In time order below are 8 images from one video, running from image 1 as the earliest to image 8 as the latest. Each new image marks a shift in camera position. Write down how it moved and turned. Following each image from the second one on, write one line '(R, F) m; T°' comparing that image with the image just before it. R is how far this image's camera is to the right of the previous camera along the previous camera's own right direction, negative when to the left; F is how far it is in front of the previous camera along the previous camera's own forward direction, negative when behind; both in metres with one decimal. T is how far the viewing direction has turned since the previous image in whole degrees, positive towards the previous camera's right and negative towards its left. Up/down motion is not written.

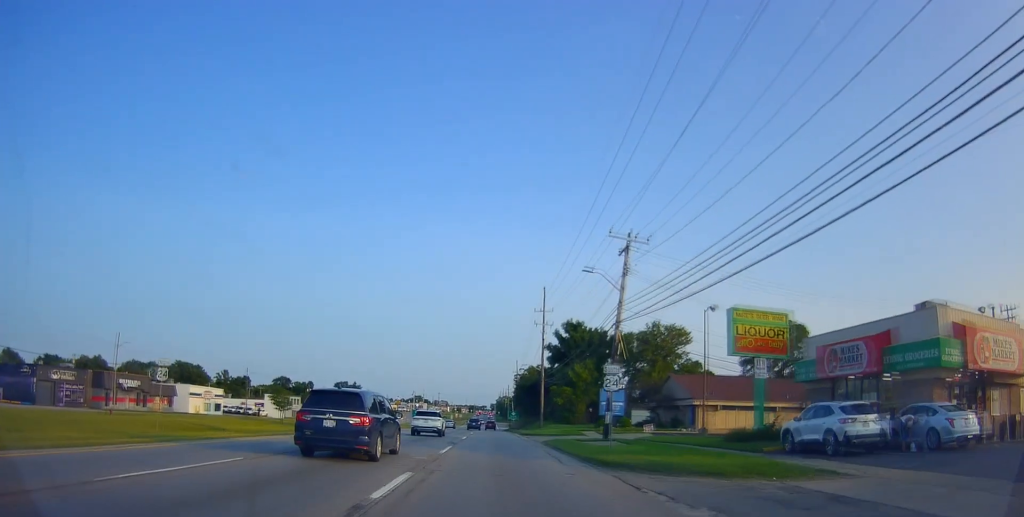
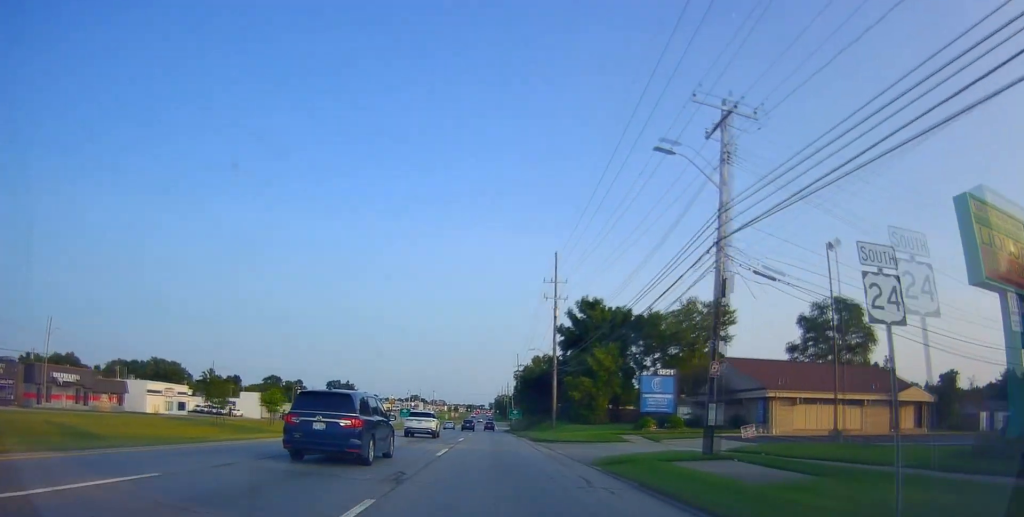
(+0.5, +16.0) m; +1°
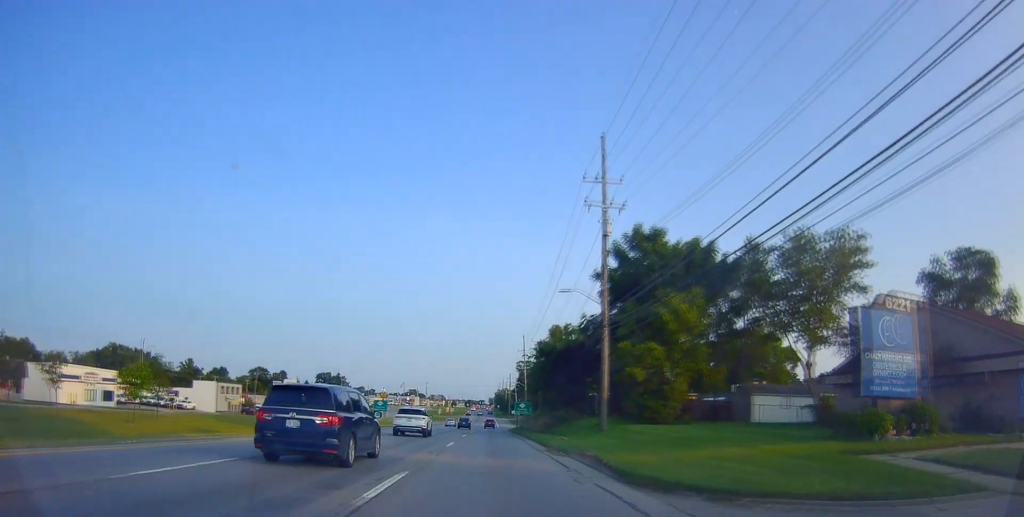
(-0.7, +25.4) m; -2°
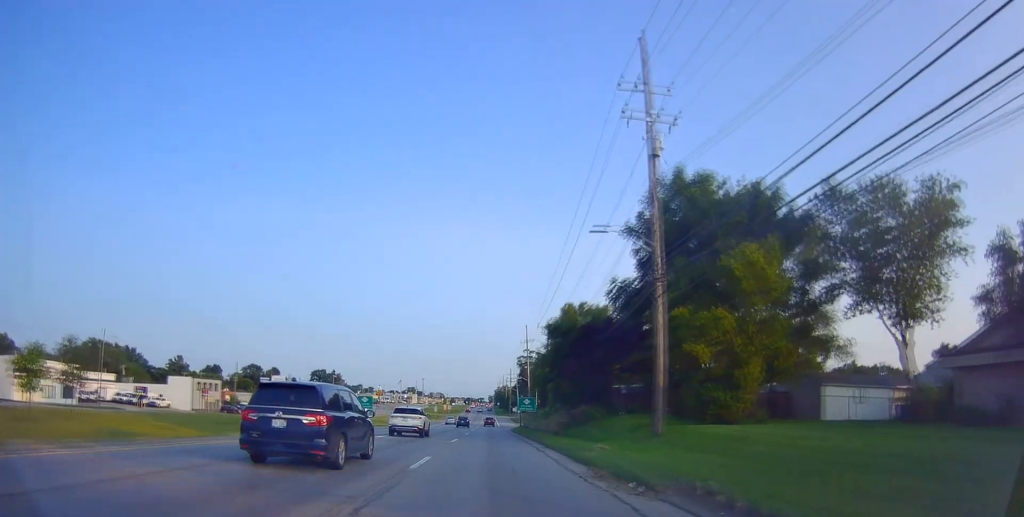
(-0.3, +10.8) m; +1°
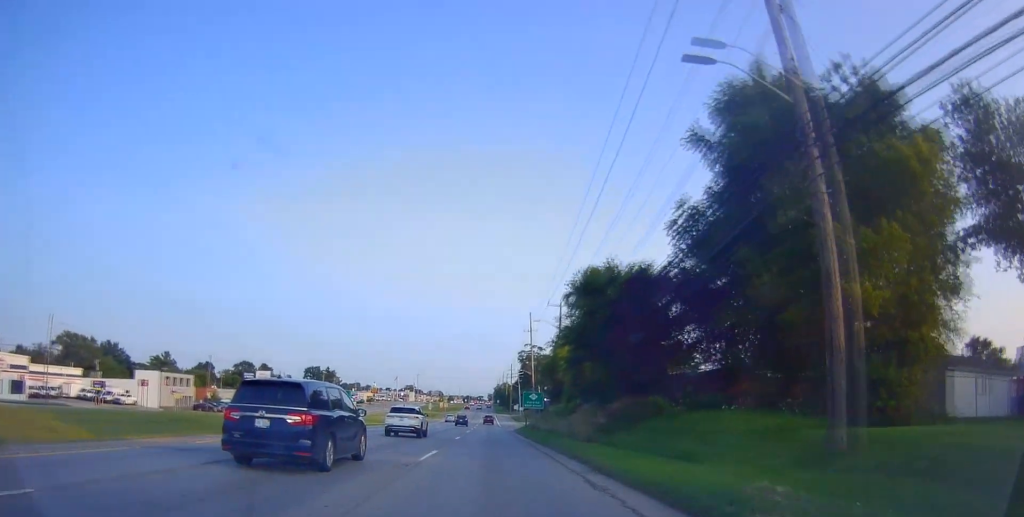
(+0.3, +12.3) m; +1°
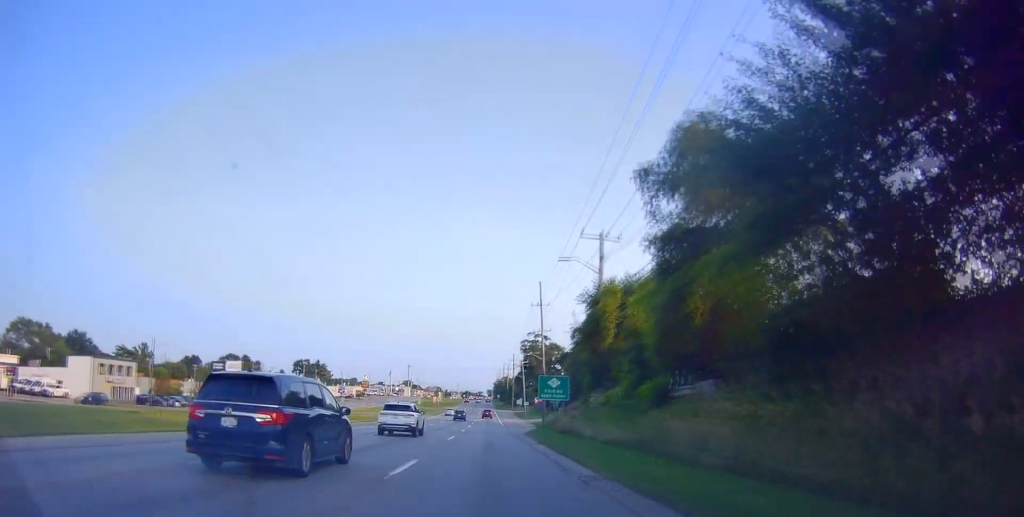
(+0.2, +20.4) m; +1°
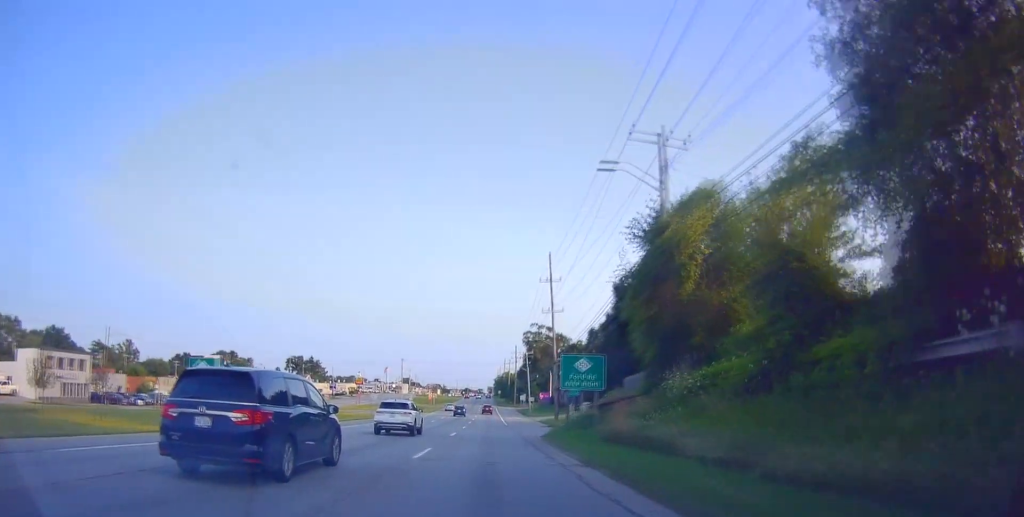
(-0.2, +12.2) m; 0°
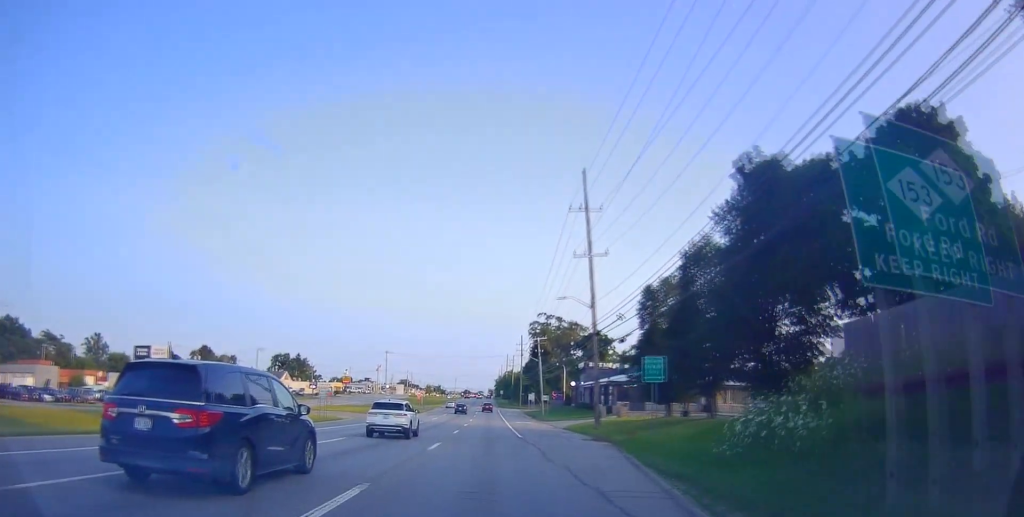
(+0.1, +24.3) m; -1°
